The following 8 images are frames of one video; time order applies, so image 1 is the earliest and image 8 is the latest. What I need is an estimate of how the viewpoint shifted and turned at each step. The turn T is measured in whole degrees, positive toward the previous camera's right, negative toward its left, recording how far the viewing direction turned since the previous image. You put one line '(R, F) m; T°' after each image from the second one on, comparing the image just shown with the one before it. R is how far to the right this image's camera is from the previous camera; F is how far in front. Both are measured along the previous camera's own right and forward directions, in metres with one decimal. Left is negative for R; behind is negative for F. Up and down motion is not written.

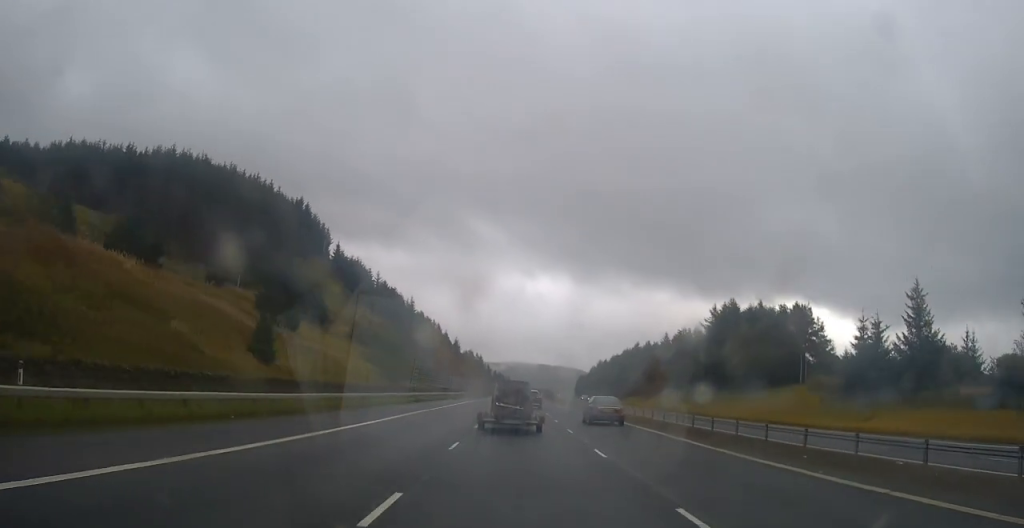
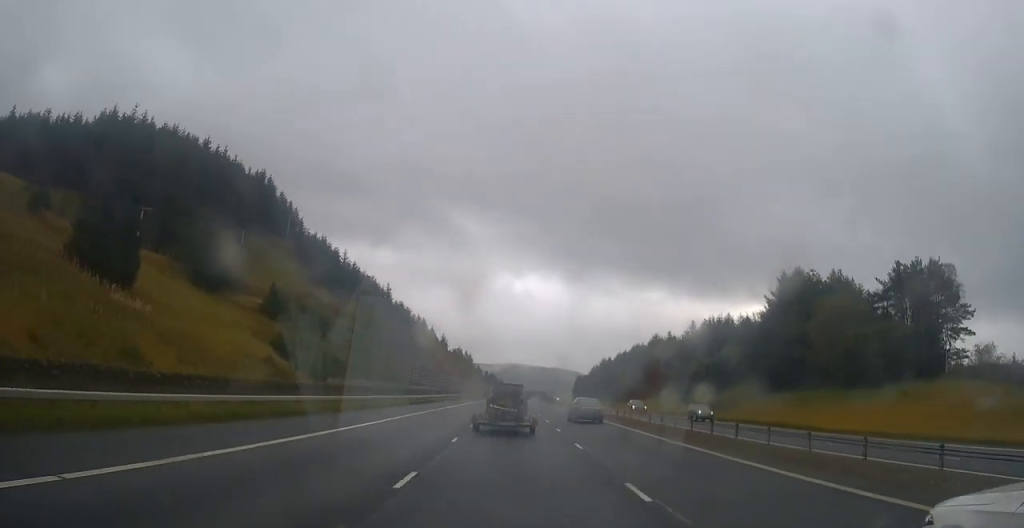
(-0.1, +33.1) m; 0°
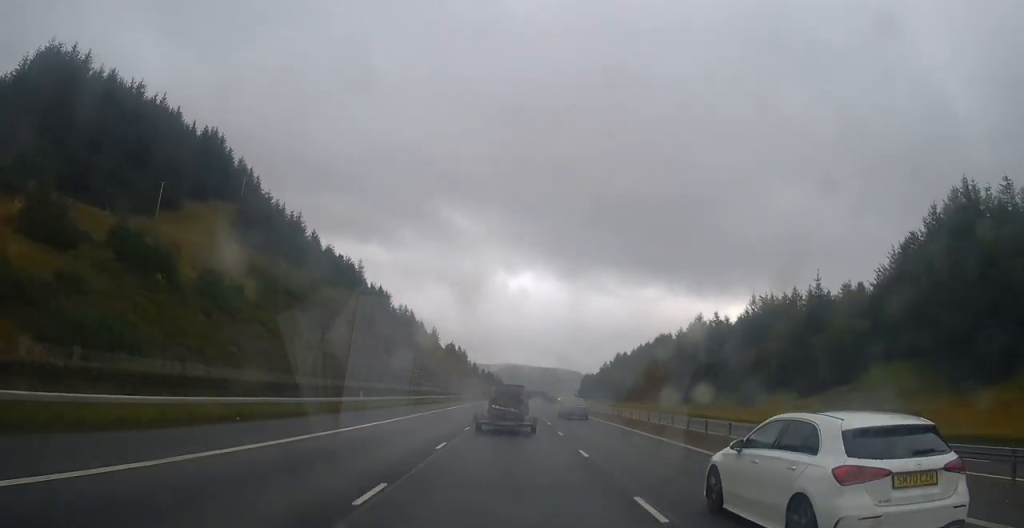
(0.0, +37.5) m; 0°
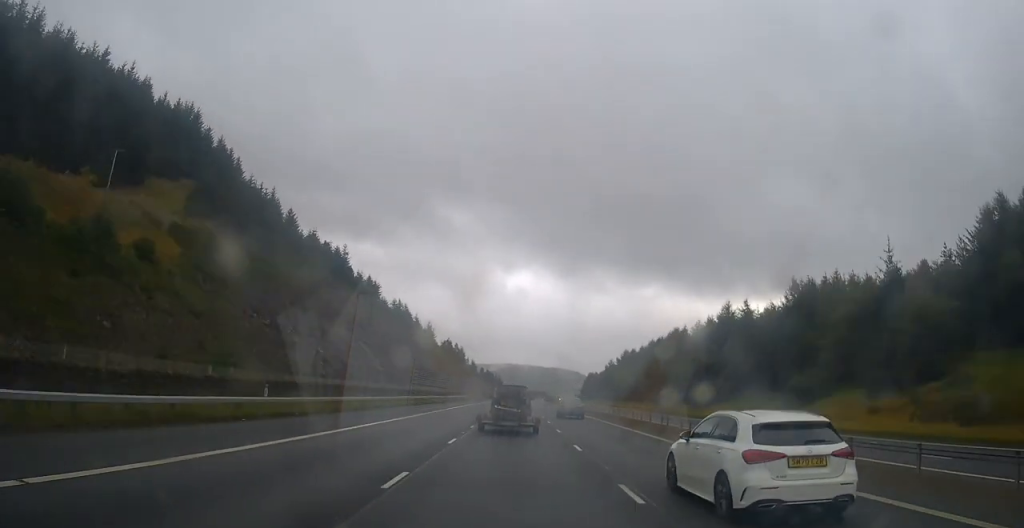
(0.0, +15.9) m; 0°
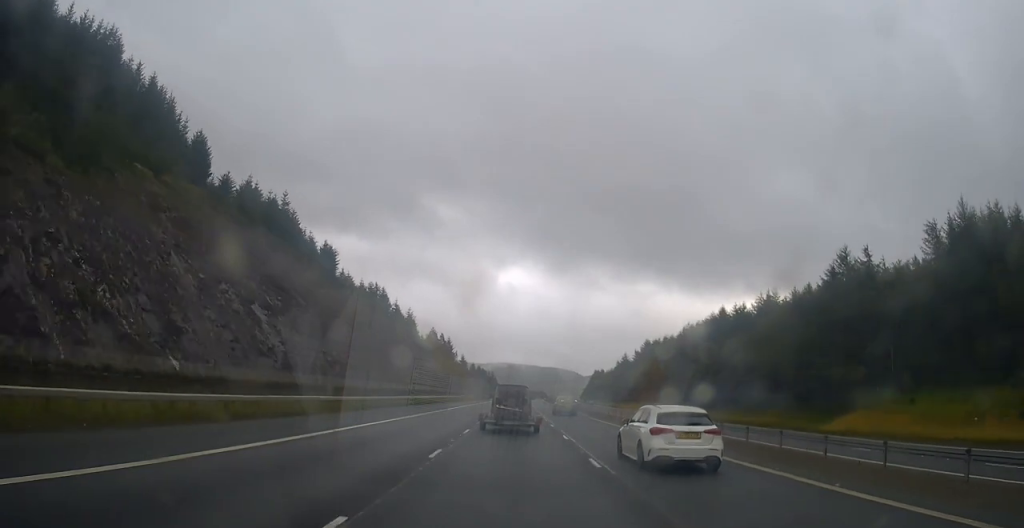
(+0.4, +39.7) m; 0°
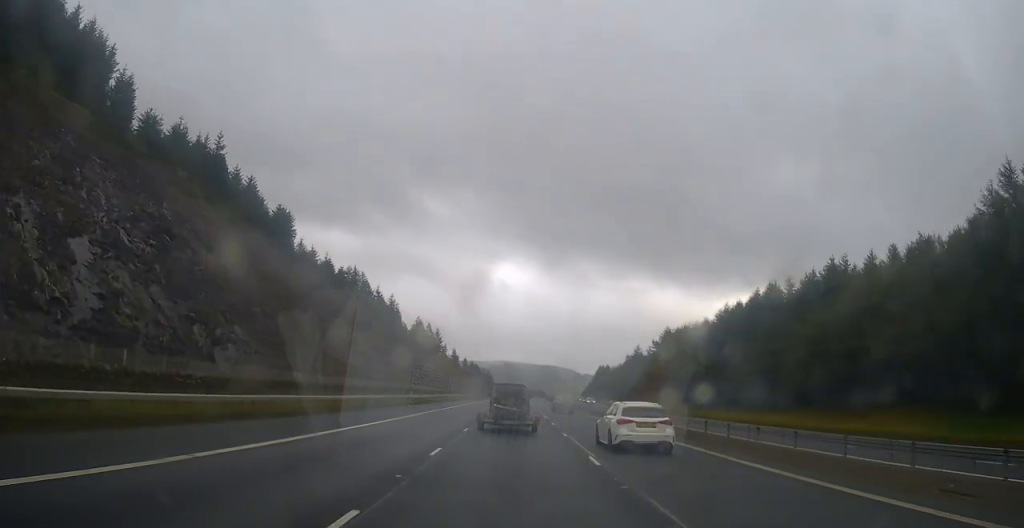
(-0.1, +26.8) m; 0°
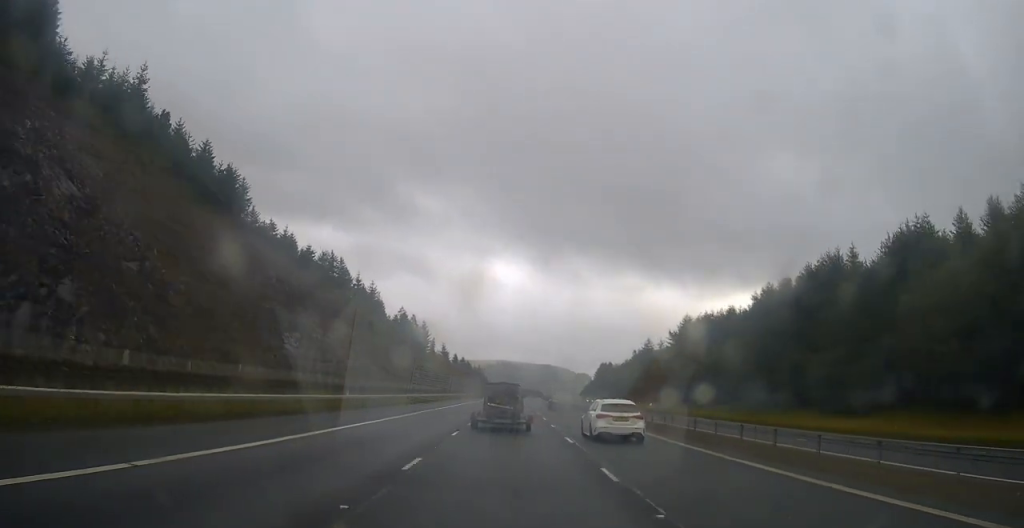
(+0.1, +21.2) m; +1°
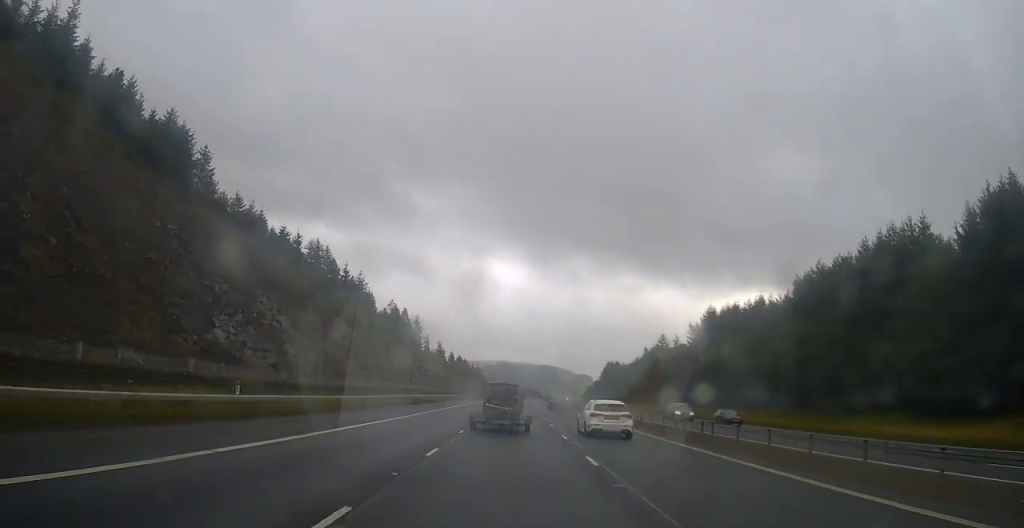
(+0.2, +15.4) m; 0°
